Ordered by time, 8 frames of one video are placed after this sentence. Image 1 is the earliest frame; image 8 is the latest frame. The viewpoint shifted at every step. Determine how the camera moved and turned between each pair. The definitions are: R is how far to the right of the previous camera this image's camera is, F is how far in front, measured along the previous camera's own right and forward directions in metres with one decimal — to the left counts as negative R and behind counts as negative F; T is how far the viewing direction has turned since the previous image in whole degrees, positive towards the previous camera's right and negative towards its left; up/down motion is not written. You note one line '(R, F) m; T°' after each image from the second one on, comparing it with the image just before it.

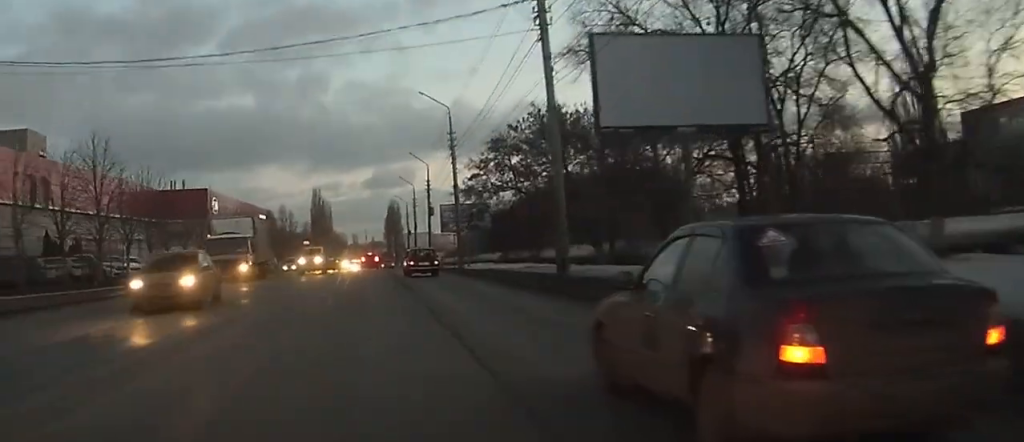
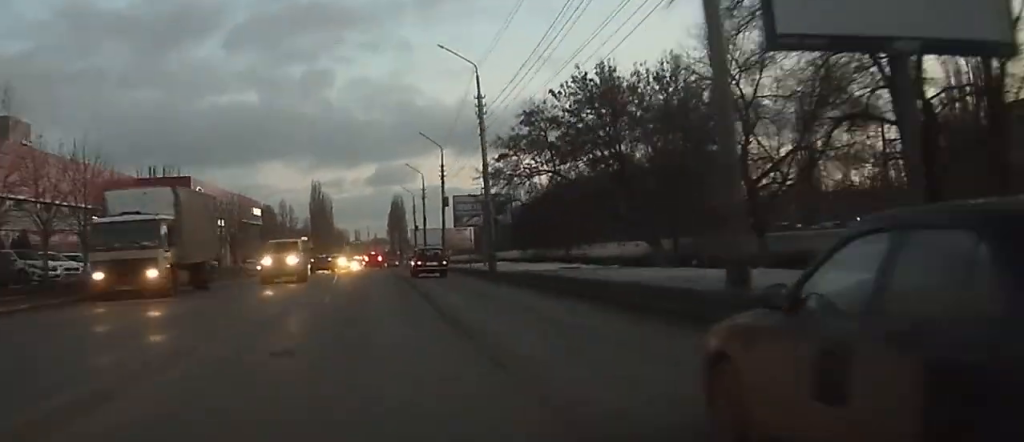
(0.0, +12.8) m; 0°
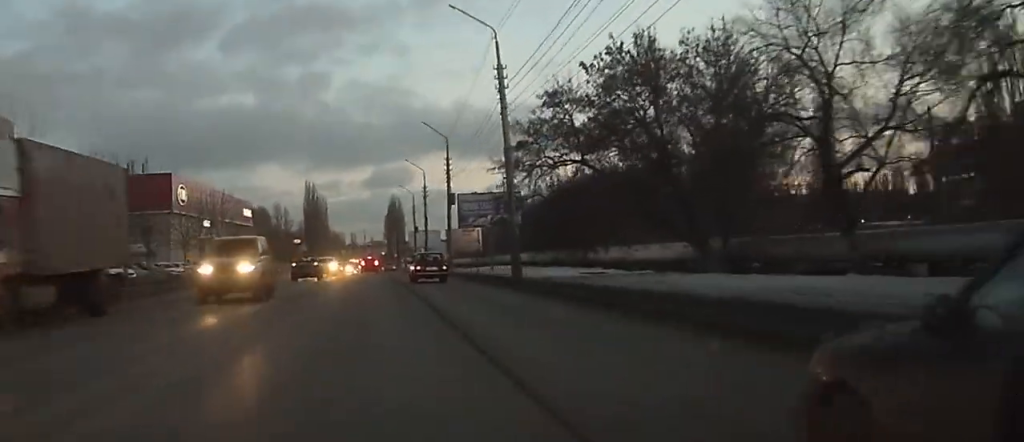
(0.0, +8.1) m; 0°
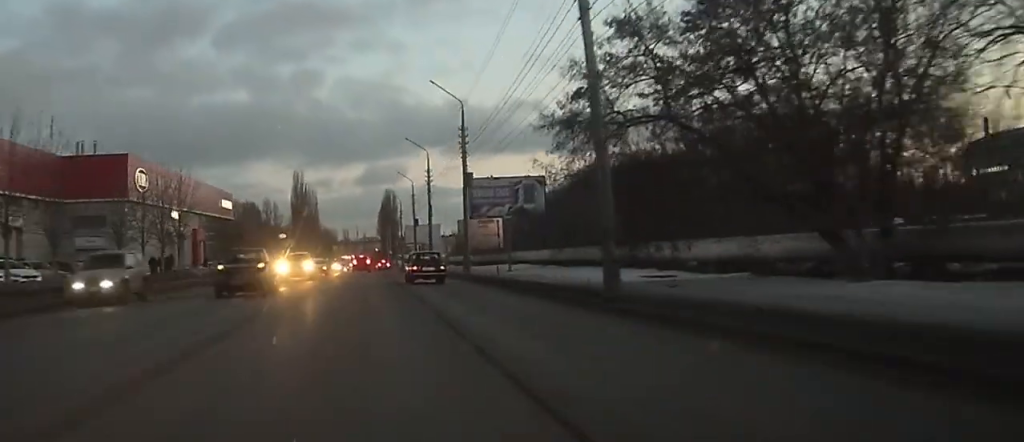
(0.0, +15.0) m; 0°
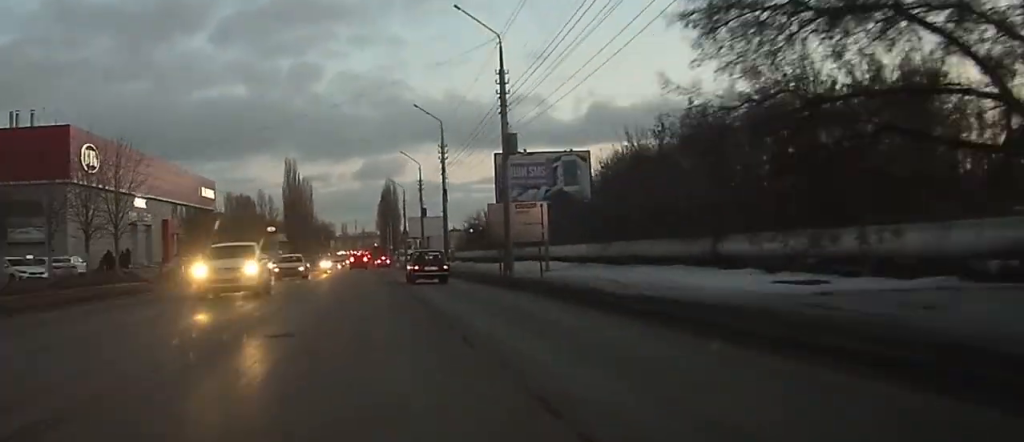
(+0.1, +15.4) m; 0°
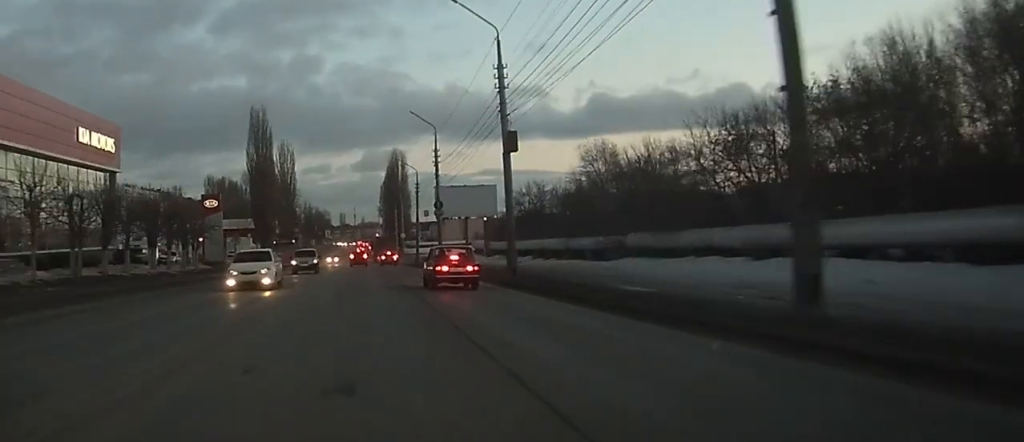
(+0.6, +50.7) m; +1°
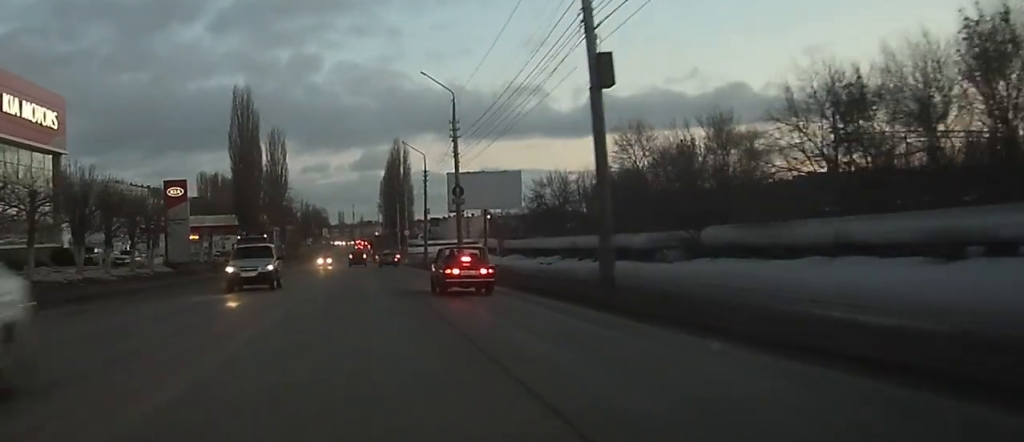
(-0.1, +14.2) m; 0°
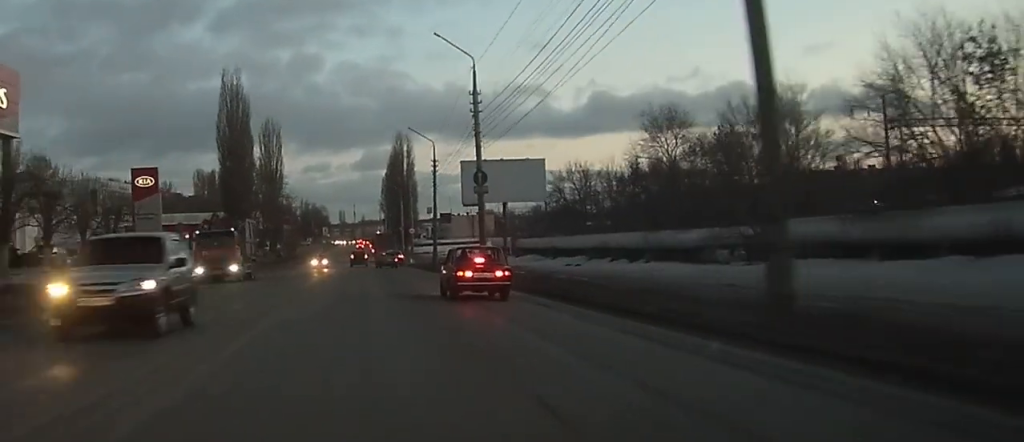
(0.0, +9.2) m; 0°
